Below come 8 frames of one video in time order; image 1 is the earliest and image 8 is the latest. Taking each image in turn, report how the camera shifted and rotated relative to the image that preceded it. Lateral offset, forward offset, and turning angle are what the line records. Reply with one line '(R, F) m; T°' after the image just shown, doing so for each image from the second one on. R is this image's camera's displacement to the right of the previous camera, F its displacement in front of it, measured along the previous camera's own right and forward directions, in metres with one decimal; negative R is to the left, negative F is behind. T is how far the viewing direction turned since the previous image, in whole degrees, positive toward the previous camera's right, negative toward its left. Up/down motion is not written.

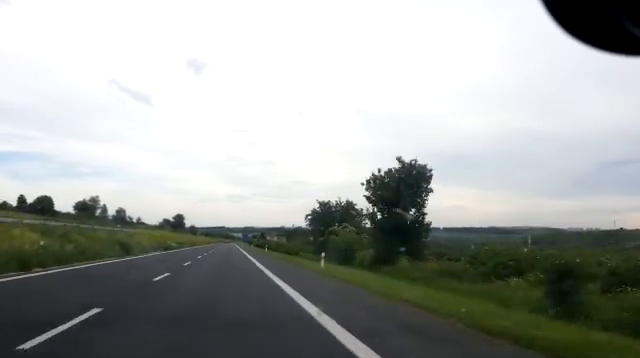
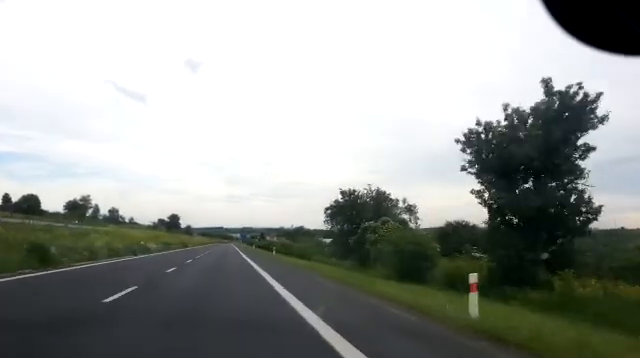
(0.0, +14.2) m; 0°
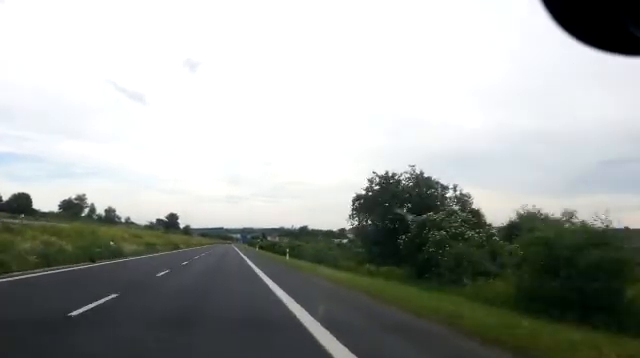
(0.0, +10.8) m; 0°
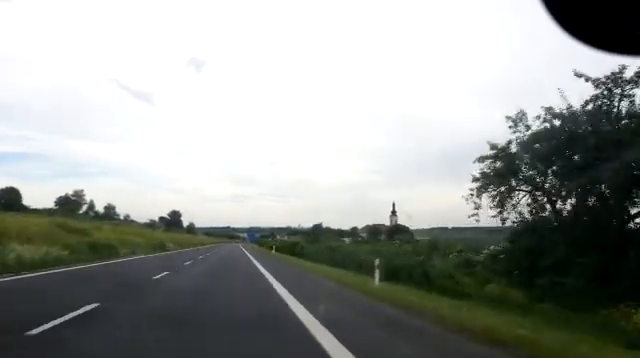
(-0.1, +20.0) m; 0°
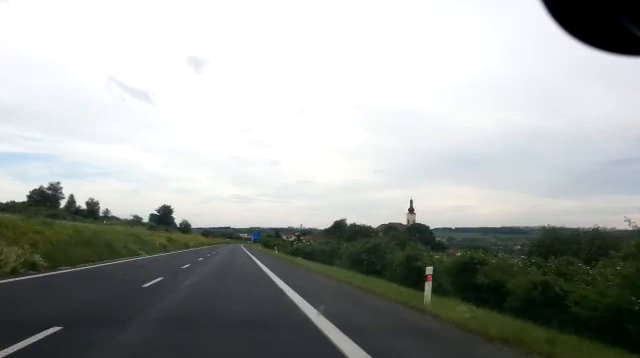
(0.0, +39.1) m; +1°
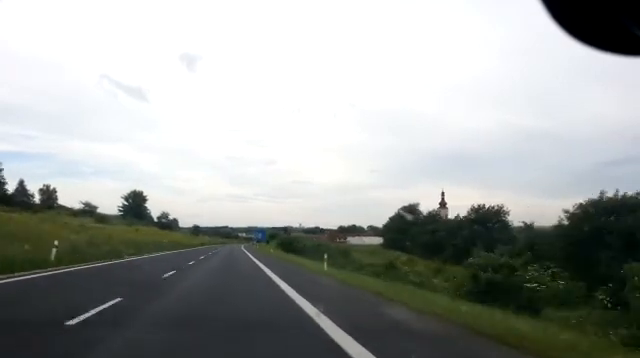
(+0.1, +59.9) m; 0°
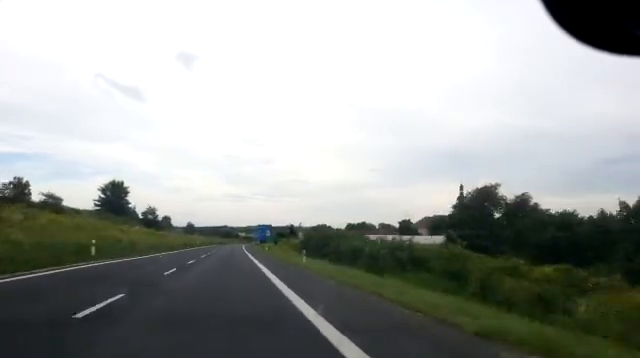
(0.0, +26.5) m; -1°
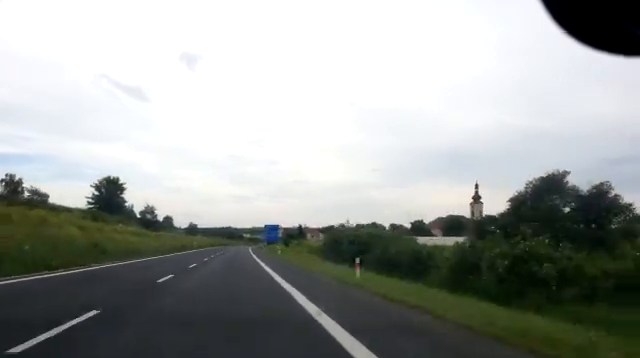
(+0.2, +11.5) m; -2°
